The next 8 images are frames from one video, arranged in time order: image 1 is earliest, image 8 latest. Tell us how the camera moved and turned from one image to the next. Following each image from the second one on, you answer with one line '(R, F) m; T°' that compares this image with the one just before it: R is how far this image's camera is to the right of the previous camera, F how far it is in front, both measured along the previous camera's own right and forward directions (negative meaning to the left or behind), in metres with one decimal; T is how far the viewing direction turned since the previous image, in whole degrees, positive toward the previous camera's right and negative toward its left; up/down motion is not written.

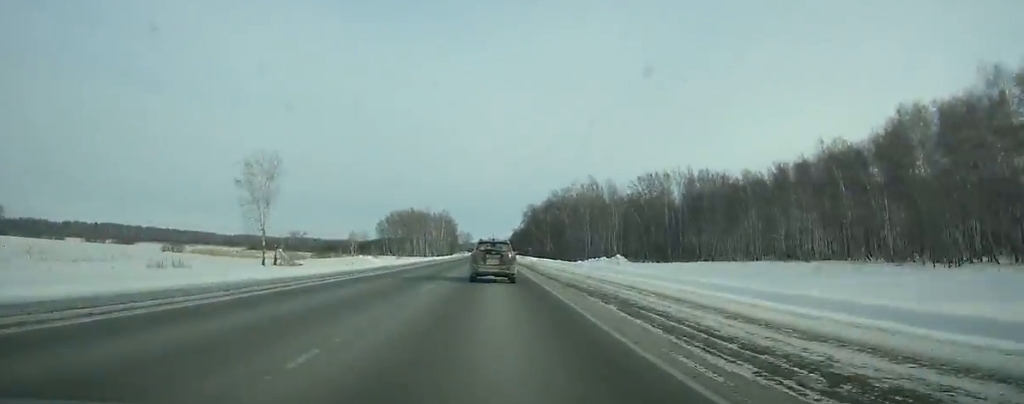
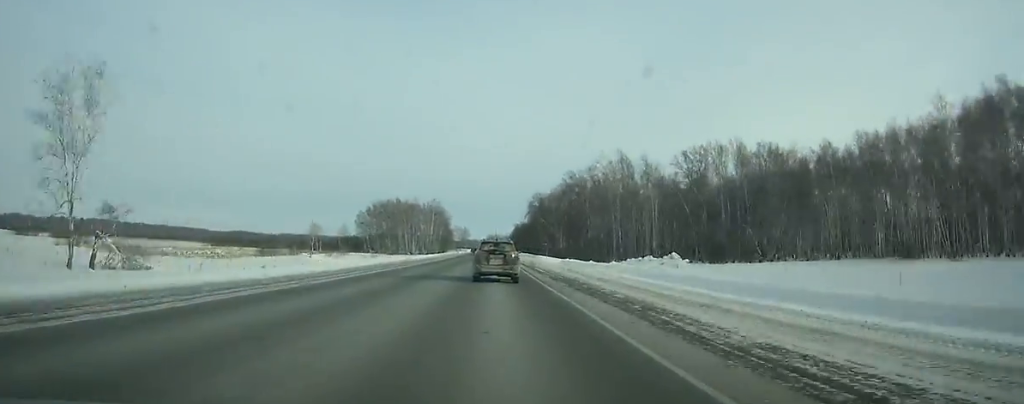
(0.0, +37.4) m; 0°
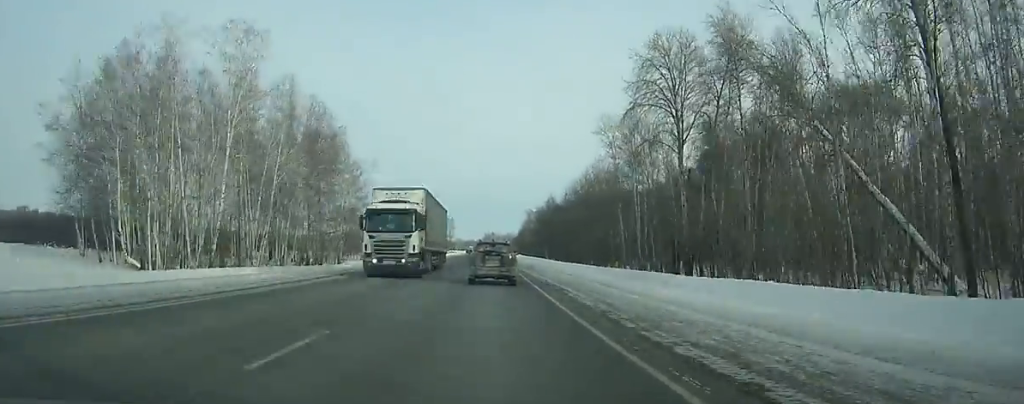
(-0.1, +154.1) m; 0°
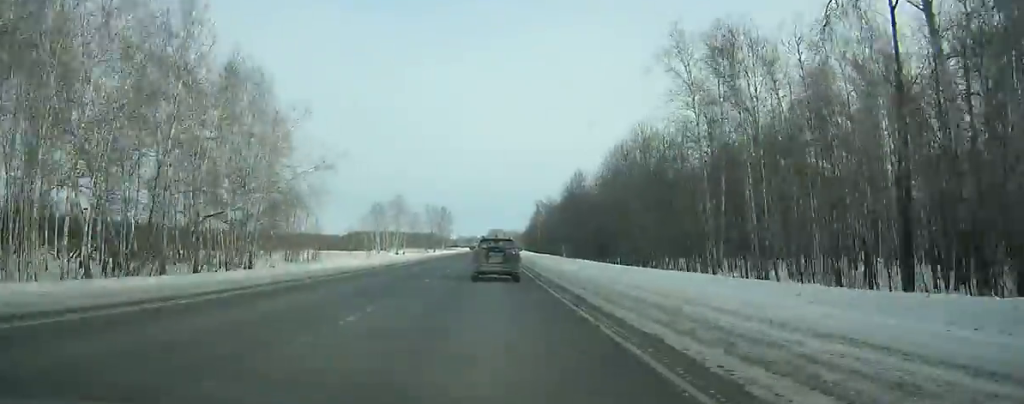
(0.0, +32.2) m; 0°
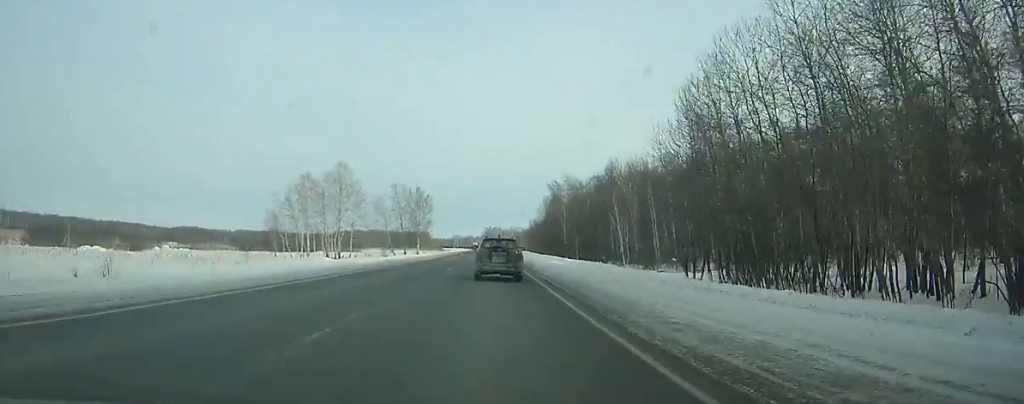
(+0.1, +62.2) m; -3°
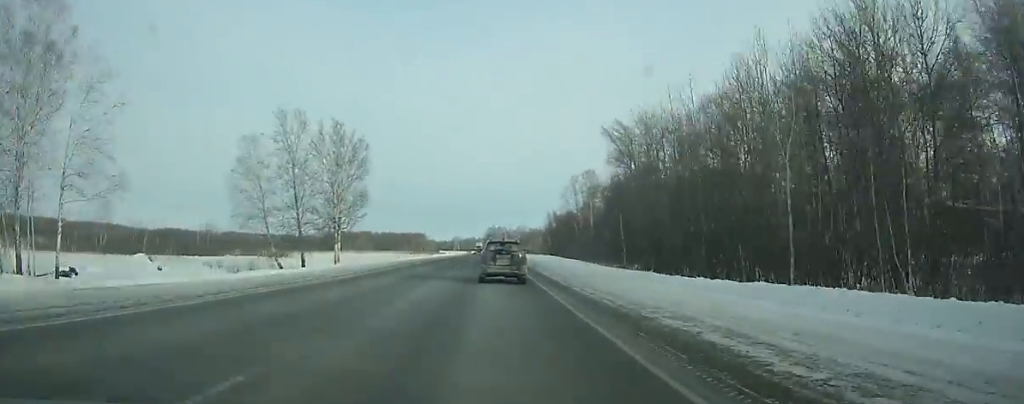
(-3.6, +77.3) m; +2°
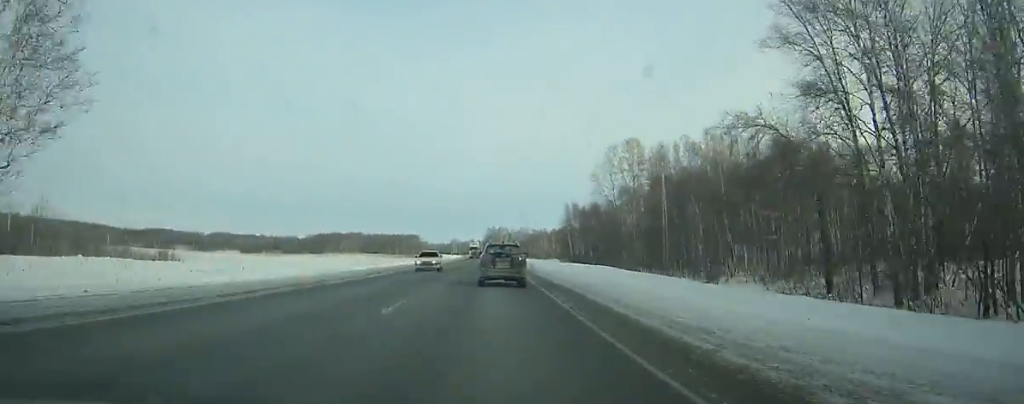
(+3.0, +50.2) m; +2°
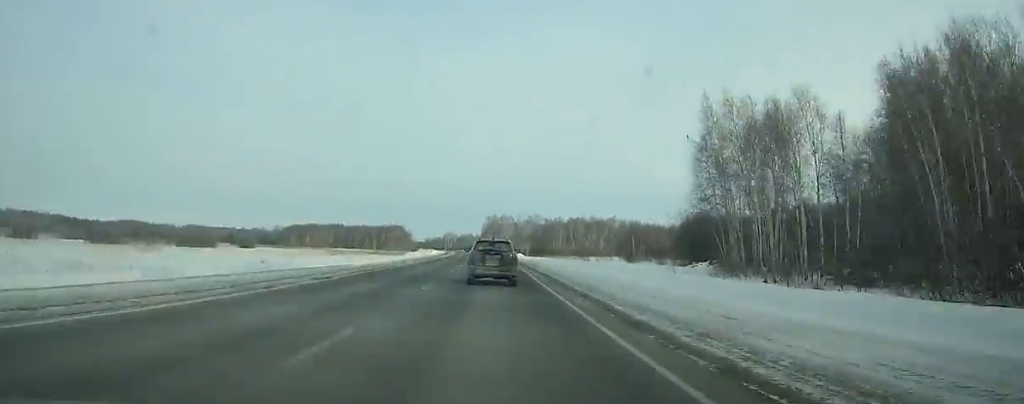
(+1.7, +101.6) m; -1°
